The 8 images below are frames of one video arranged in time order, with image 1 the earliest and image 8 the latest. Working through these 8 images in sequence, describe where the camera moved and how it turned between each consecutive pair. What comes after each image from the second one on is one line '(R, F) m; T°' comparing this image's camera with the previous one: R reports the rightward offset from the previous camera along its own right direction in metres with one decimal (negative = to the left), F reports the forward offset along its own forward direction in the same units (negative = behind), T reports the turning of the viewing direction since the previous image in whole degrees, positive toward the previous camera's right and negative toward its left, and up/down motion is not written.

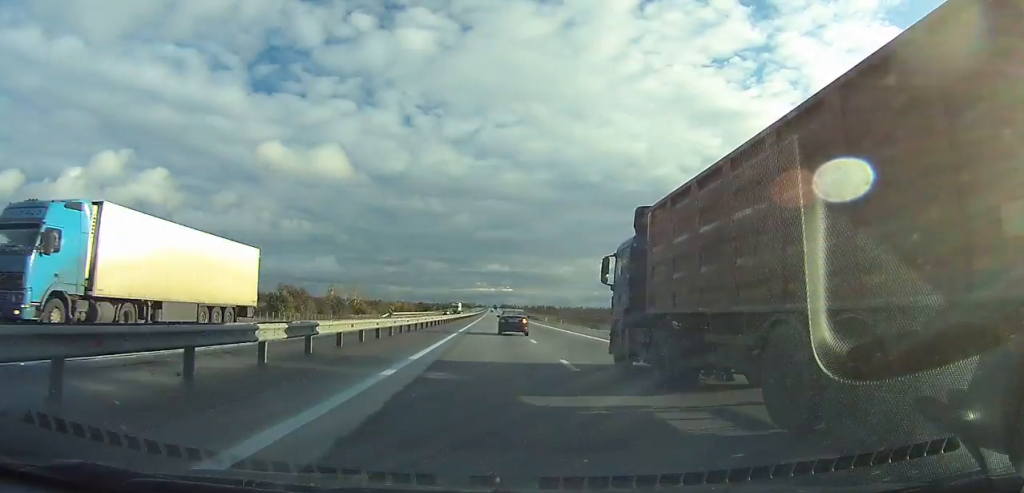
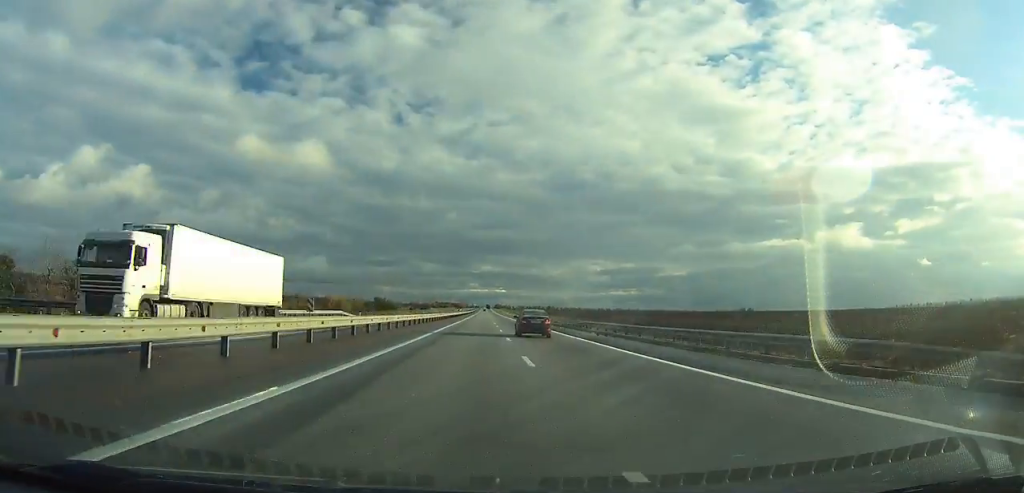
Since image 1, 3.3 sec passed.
(+0.3, +106.9) m; 0°
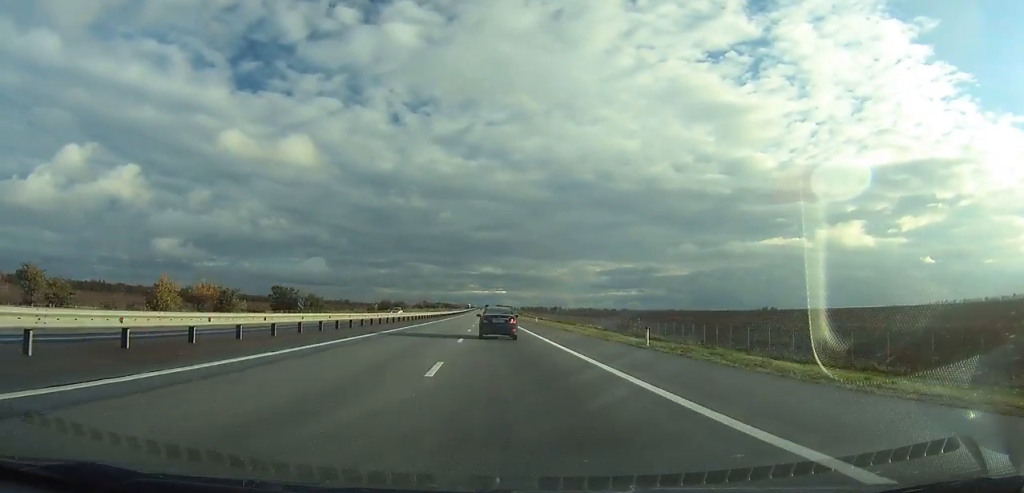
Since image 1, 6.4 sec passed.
(+0.6, +98.9) m; 0°
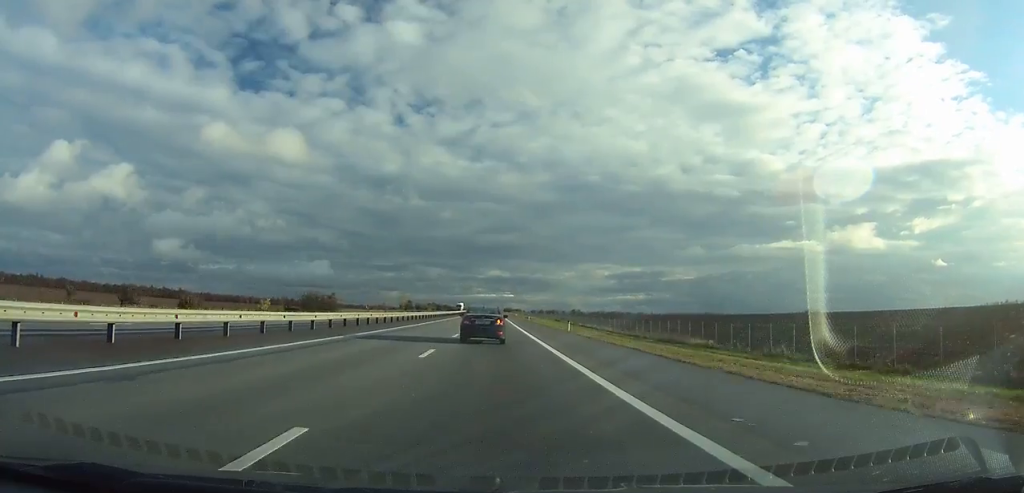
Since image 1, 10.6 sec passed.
(-0.7, +130.5) m; -1°
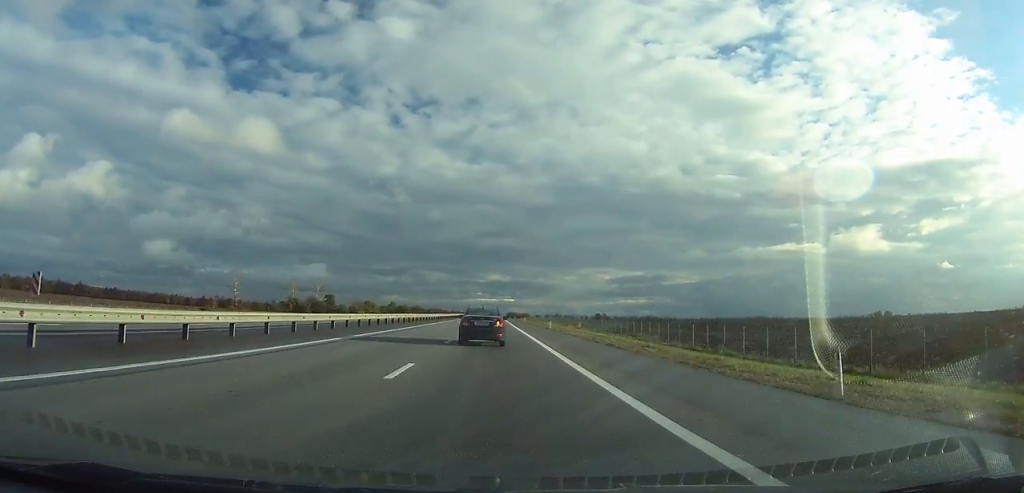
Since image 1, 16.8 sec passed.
(-0.7, +186.2) m; 0°
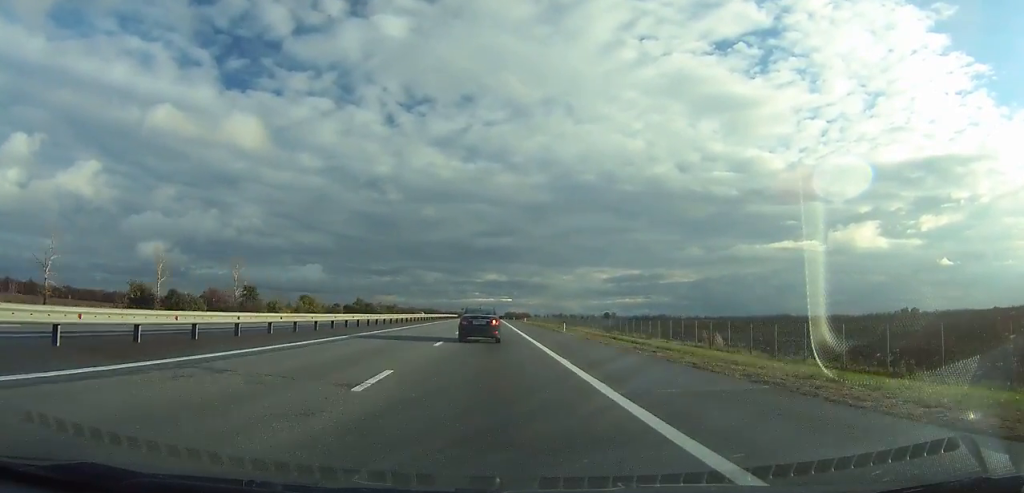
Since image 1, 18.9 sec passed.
(0.0, +62.1) m; 0°
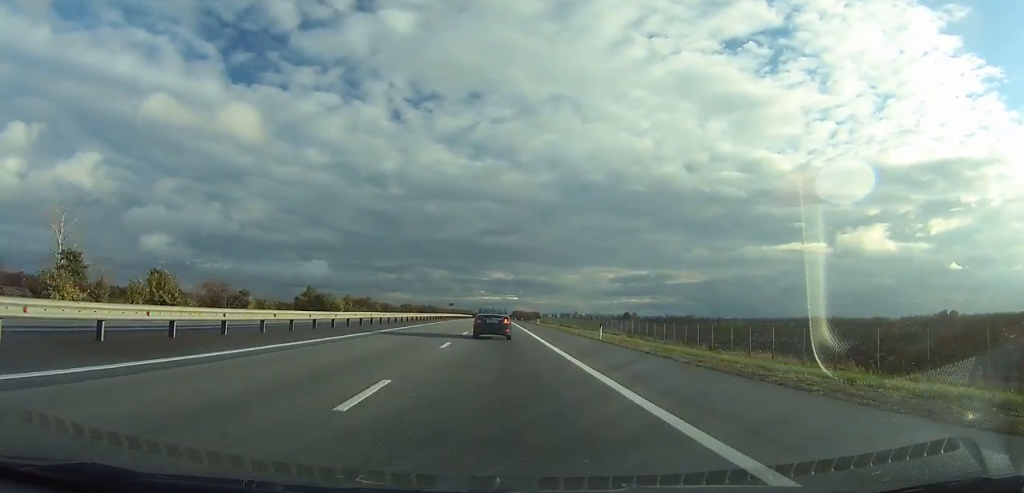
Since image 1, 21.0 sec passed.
(+0.1, +62.1) m; 0°
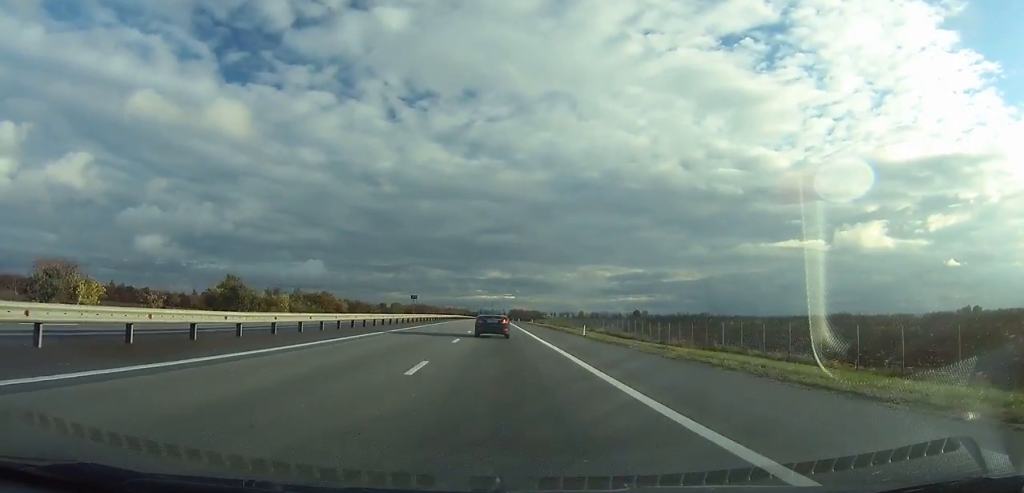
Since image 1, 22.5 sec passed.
(0.0, +44.3) m; 0°
